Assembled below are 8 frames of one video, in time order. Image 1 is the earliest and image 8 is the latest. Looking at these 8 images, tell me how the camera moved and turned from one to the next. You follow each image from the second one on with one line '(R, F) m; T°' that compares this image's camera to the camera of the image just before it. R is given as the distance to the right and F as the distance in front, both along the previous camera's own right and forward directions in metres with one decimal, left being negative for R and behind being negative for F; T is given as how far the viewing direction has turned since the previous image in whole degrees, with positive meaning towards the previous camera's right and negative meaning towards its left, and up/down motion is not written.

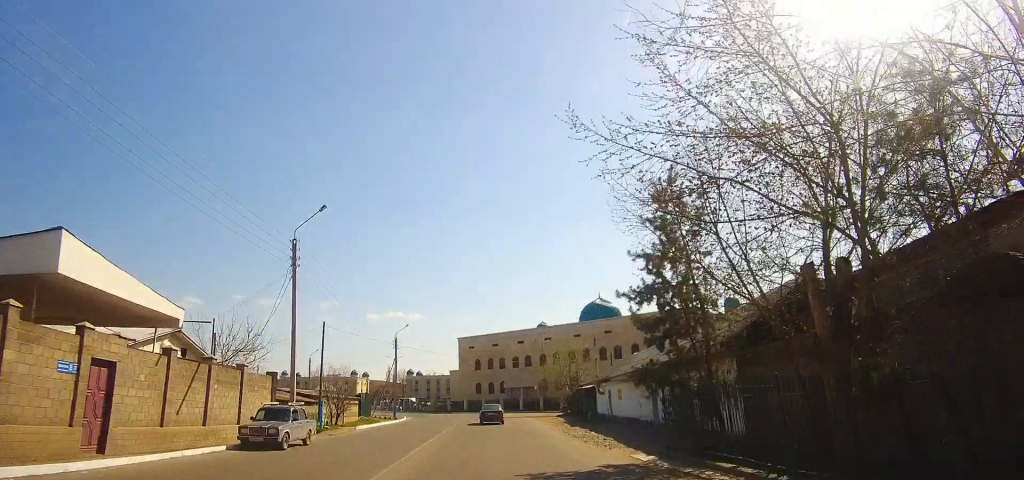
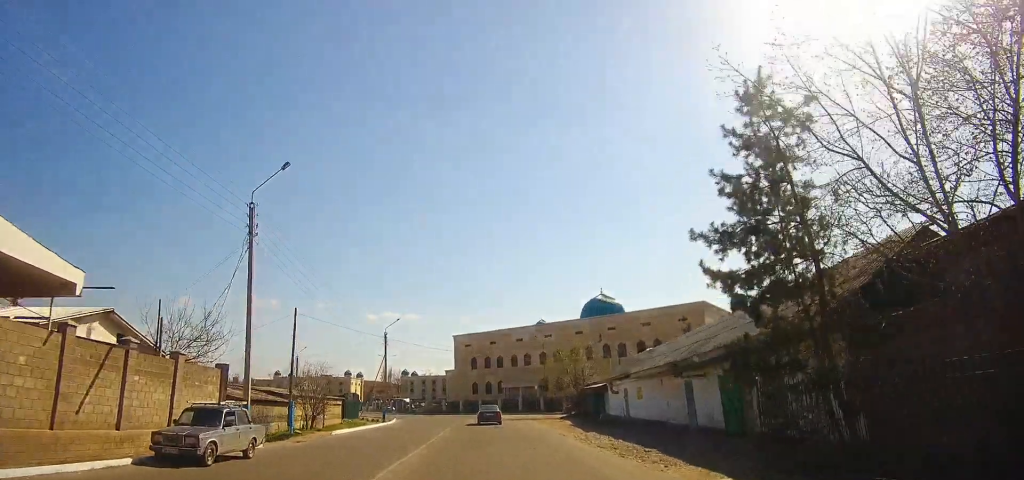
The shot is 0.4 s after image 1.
(0.0, +5.4) m; 0°
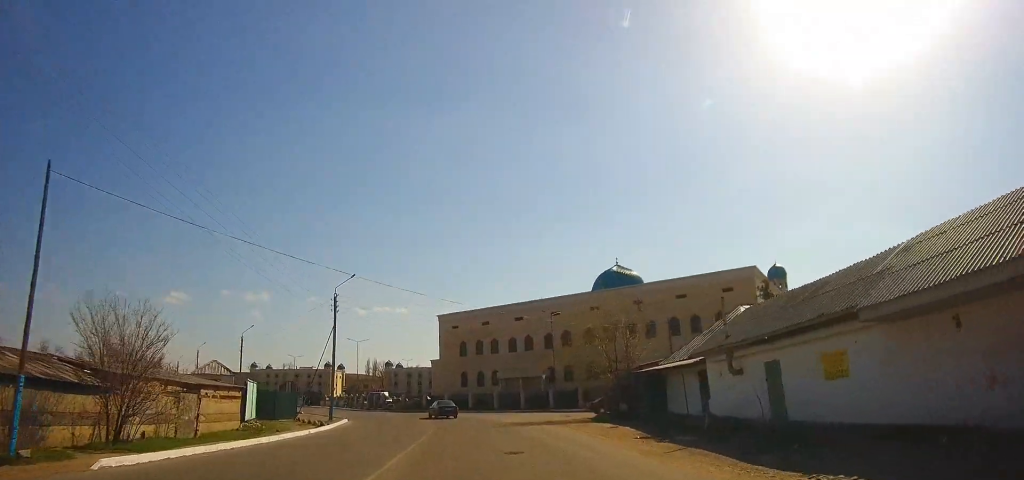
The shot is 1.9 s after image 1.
(+0.2, +19.0) m; +1°
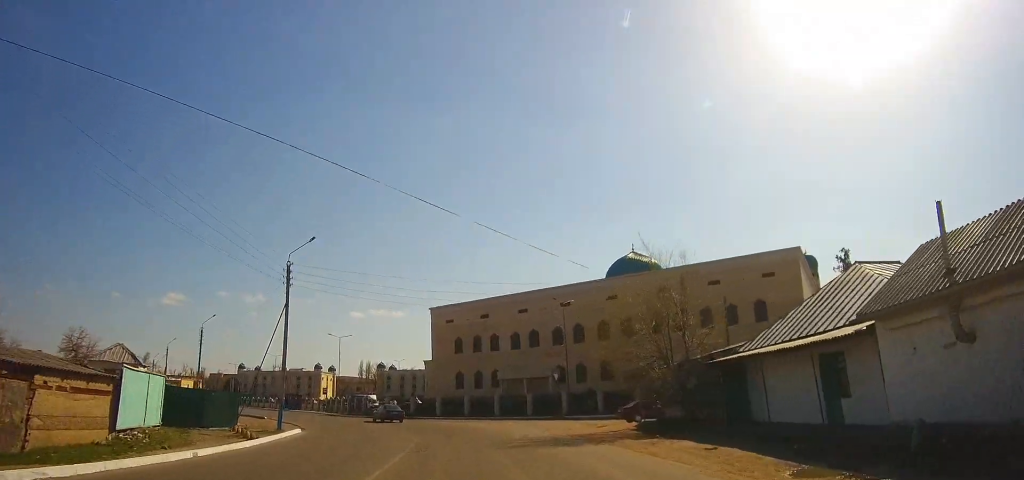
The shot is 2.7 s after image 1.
(0.0, +10.5) m; 0°
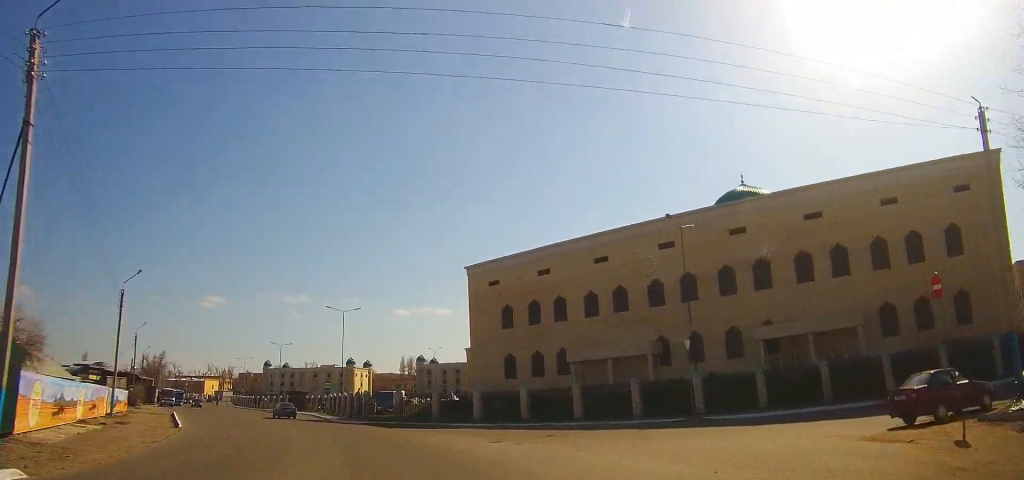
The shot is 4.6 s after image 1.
(-0.2, +23.5) m; -3°
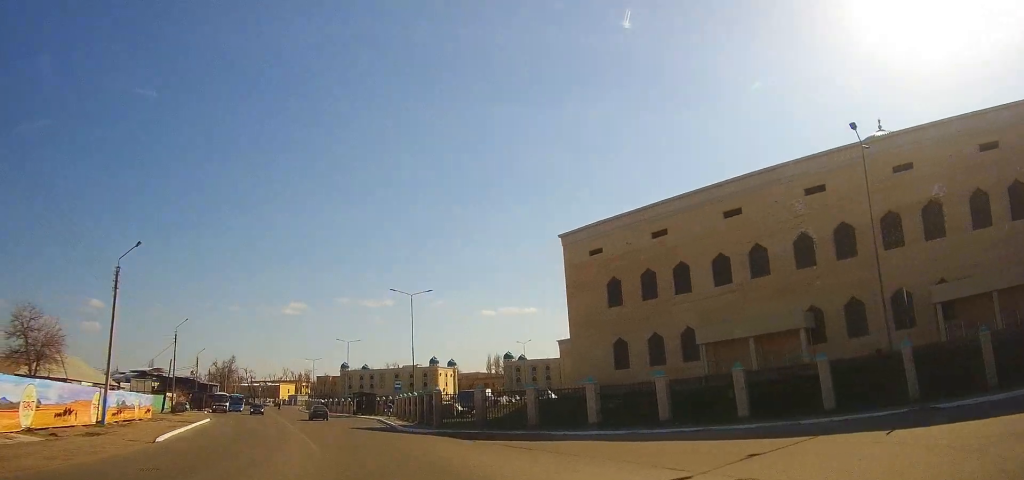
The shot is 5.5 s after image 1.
(-0.4, +10.7) m; -6°
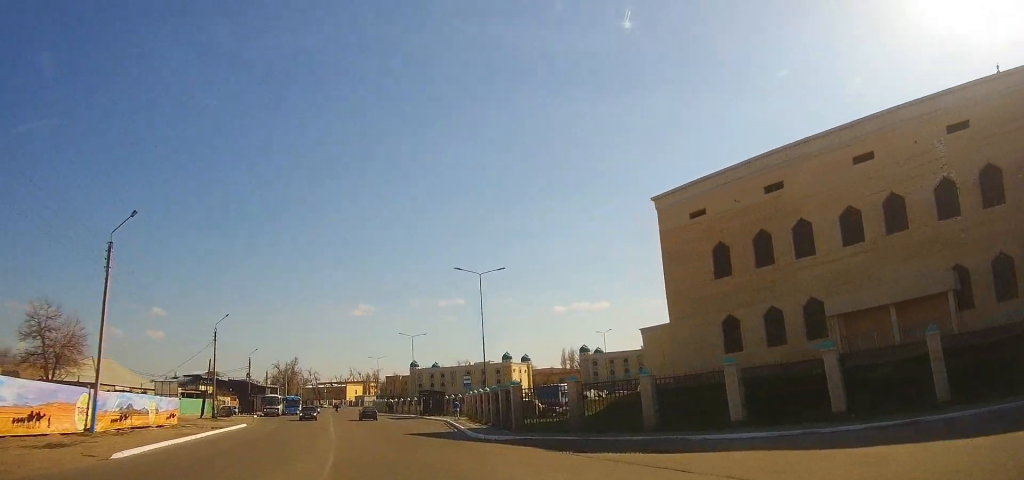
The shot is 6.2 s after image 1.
(-0.1, +7.3) m; -6°
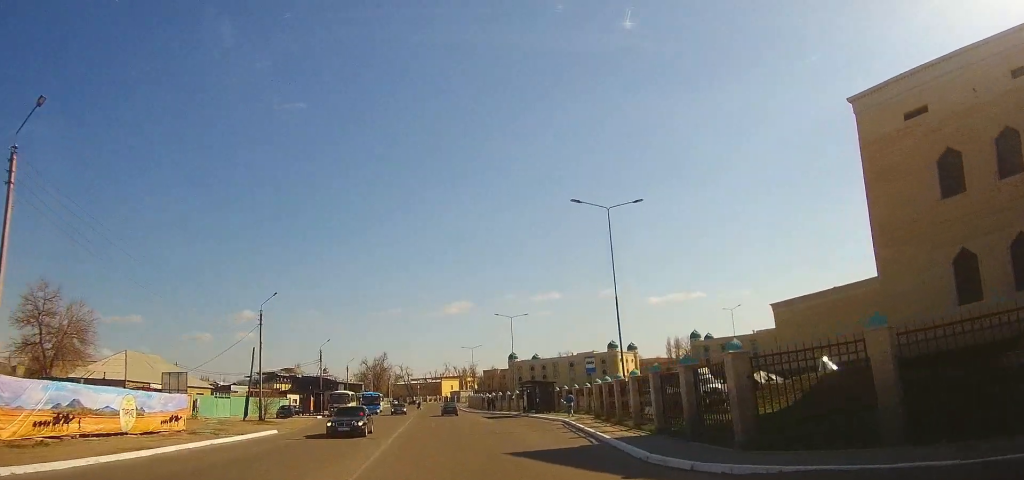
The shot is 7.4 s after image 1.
(-1.4, +12.7) m; -11°
